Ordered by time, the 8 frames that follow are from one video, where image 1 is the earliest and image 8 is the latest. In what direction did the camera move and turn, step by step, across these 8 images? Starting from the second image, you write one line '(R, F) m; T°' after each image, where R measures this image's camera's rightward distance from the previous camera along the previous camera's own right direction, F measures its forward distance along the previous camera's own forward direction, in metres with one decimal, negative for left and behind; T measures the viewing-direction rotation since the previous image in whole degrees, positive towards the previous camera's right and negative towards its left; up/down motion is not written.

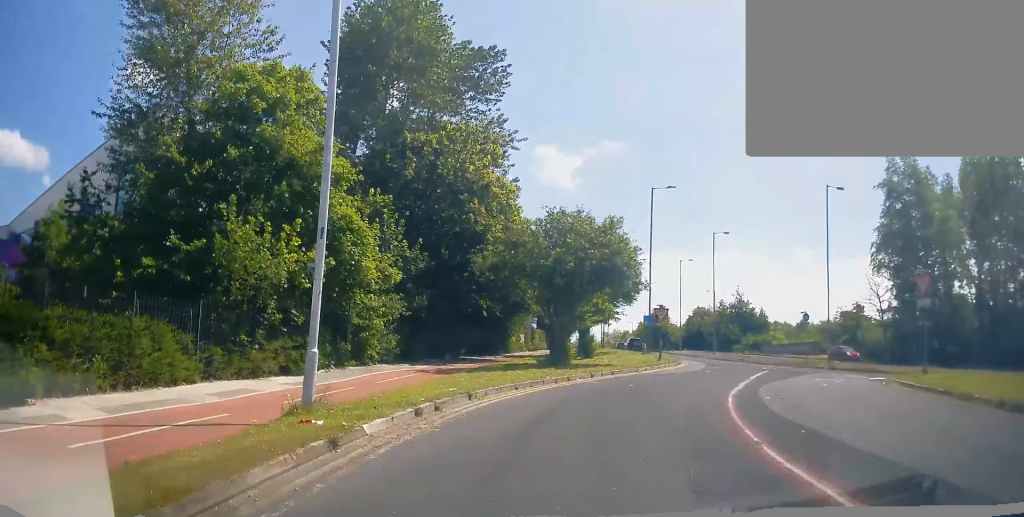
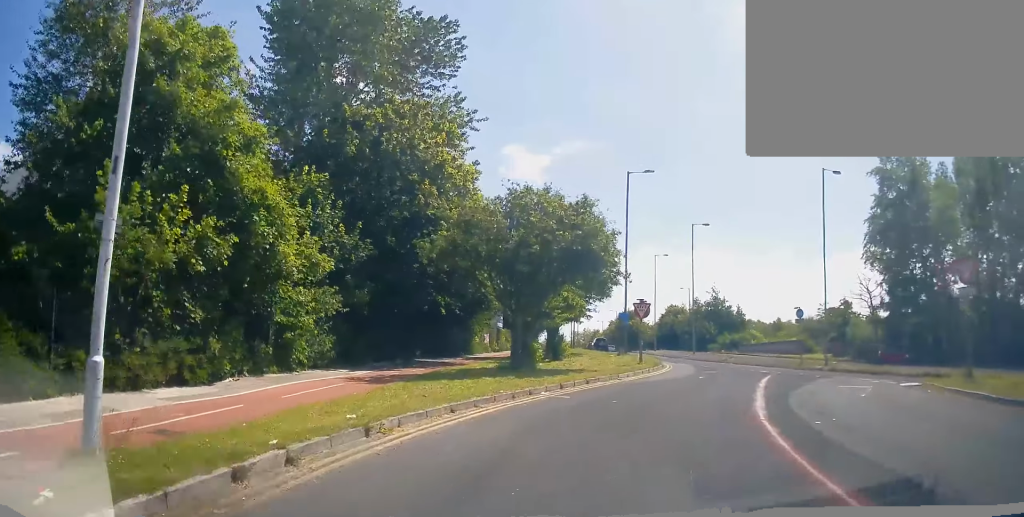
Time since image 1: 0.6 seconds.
(+0.4, +4.1) m; +5°
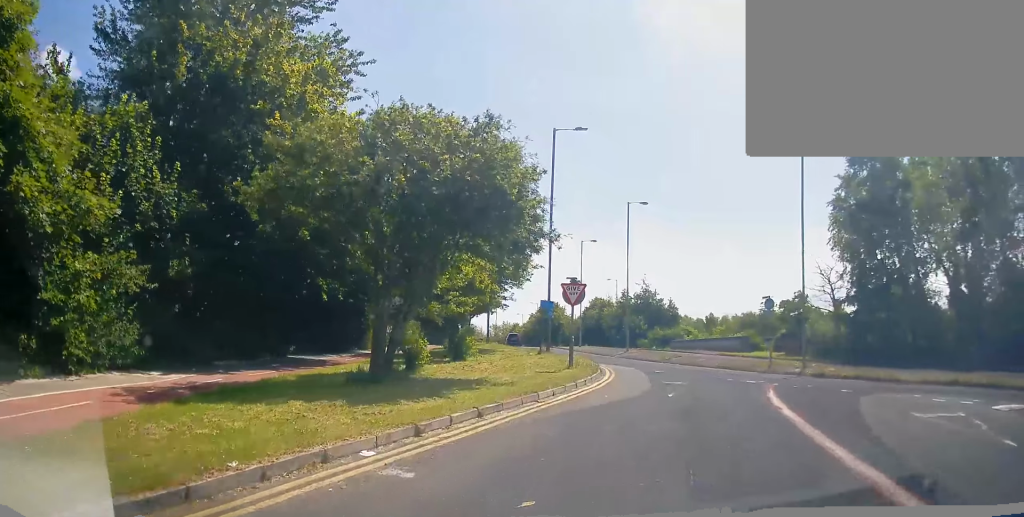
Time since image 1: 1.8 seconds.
(+0.5, +7.8) m; +11°
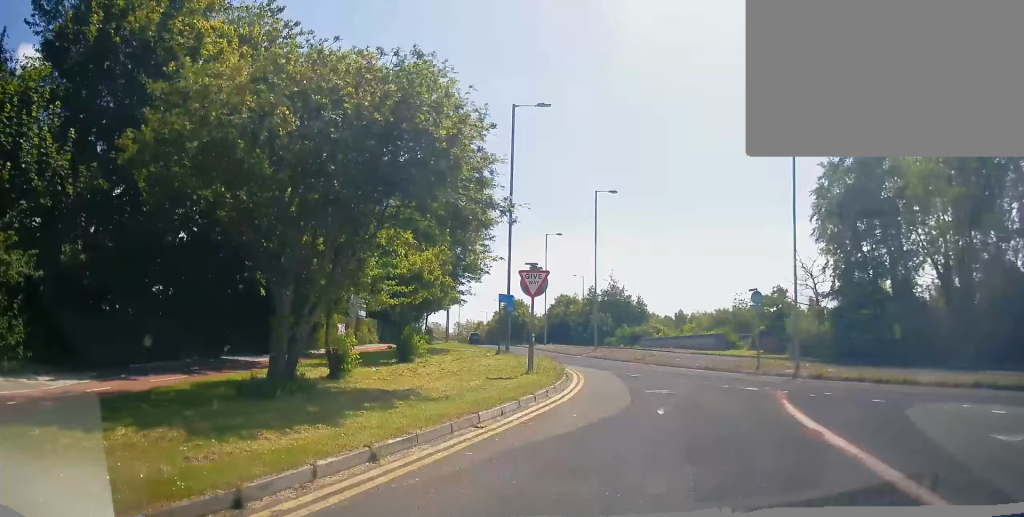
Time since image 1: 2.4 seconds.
(+0.4, +3.1) m; +3°
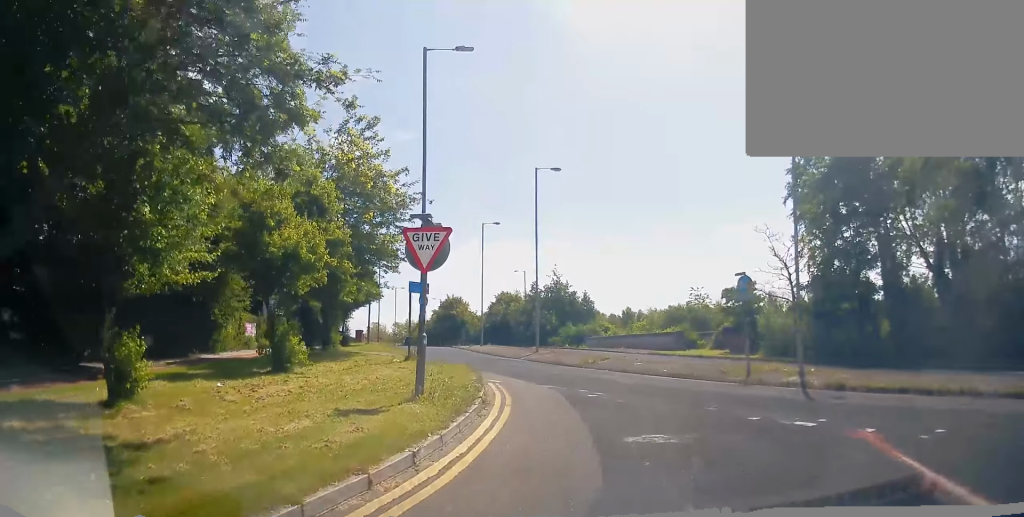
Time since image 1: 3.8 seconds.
(+0.2, +6.2) m; -1°
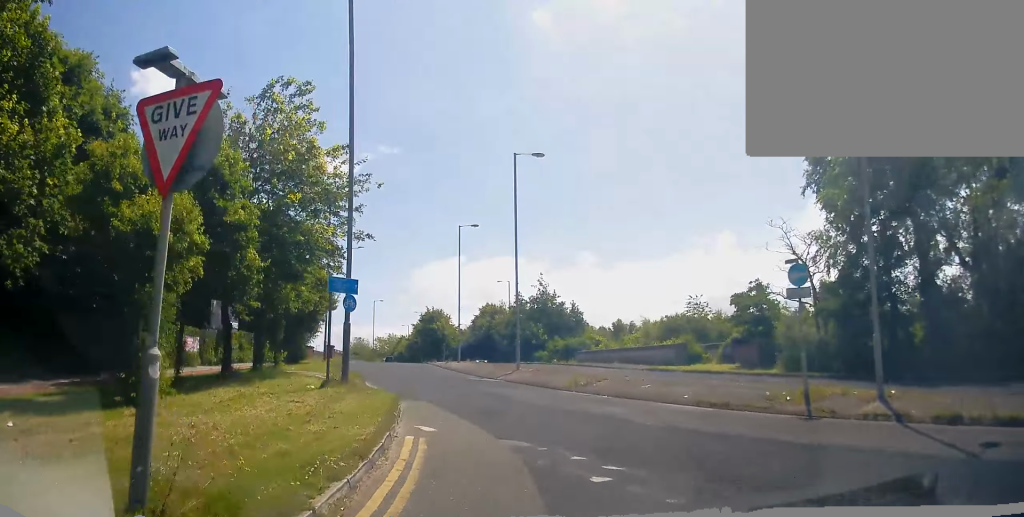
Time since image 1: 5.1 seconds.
(-0.1, +6.5) m; -2°
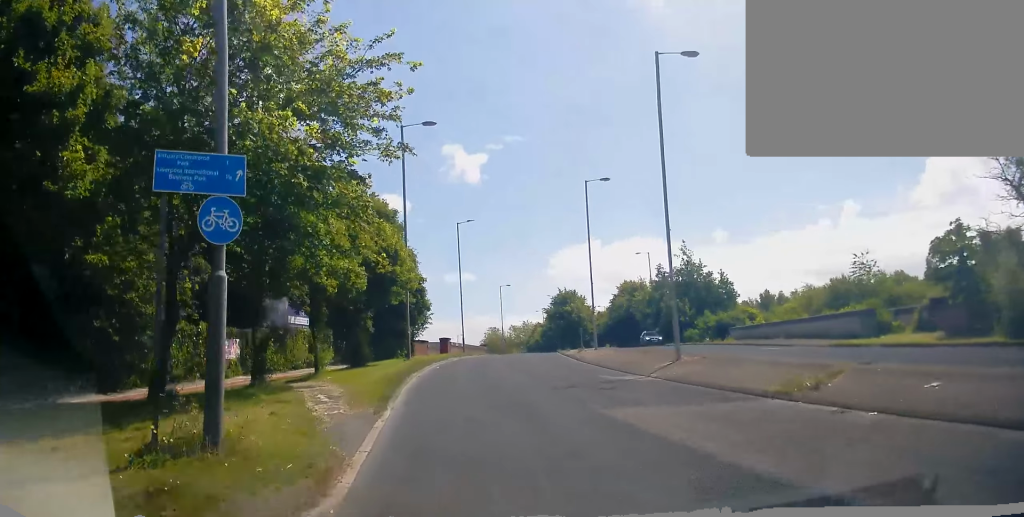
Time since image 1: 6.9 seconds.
(-1.1, +10.9) m; -14°
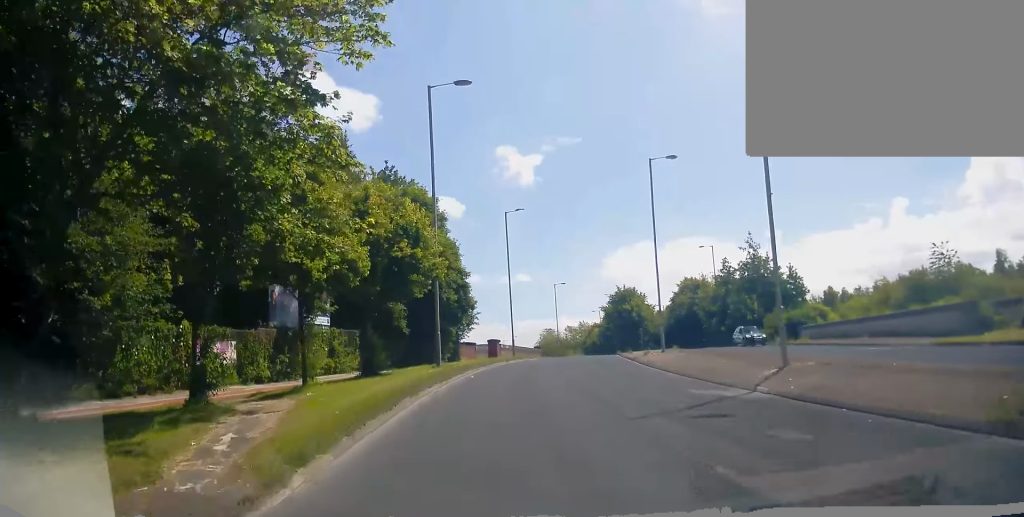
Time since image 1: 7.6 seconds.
(-0.3, +5.8) m; -1°
